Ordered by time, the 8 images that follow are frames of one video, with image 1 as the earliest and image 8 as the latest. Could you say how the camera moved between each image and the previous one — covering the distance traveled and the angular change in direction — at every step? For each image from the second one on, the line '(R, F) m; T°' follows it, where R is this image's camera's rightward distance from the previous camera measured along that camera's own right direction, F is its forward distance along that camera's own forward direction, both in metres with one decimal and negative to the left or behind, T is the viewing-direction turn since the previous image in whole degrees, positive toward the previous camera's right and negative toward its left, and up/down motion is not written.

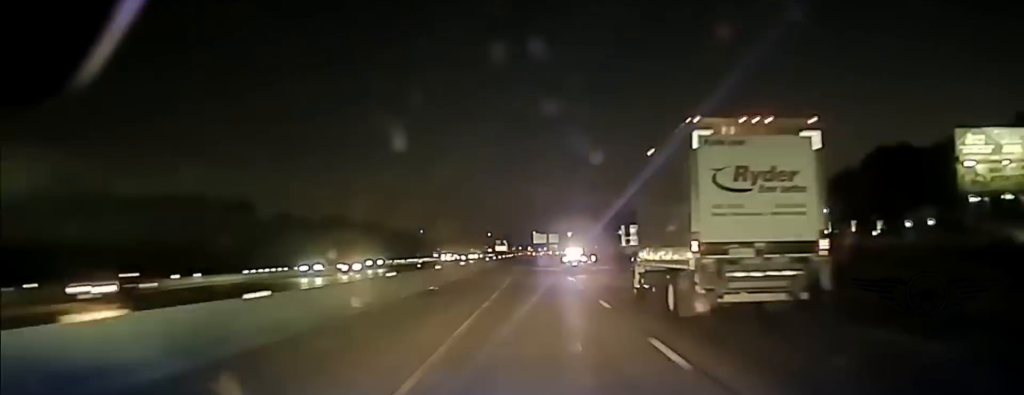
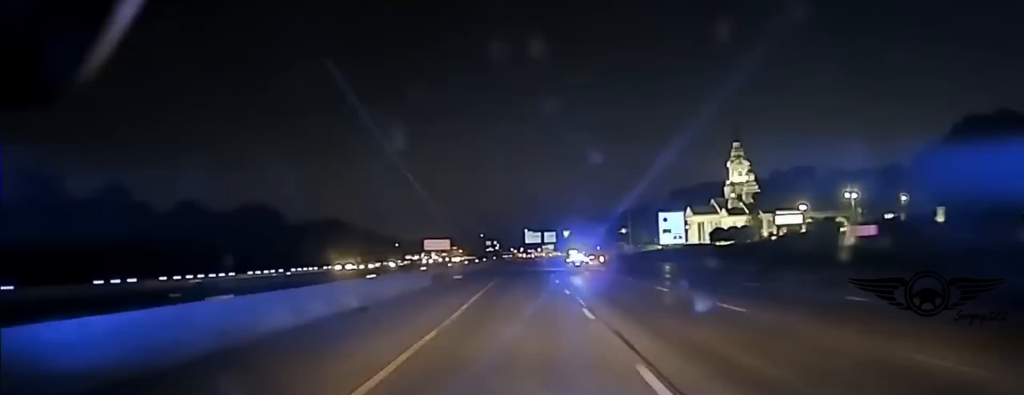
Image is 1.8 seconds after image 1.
(+1.0, +76.9) m; +1°
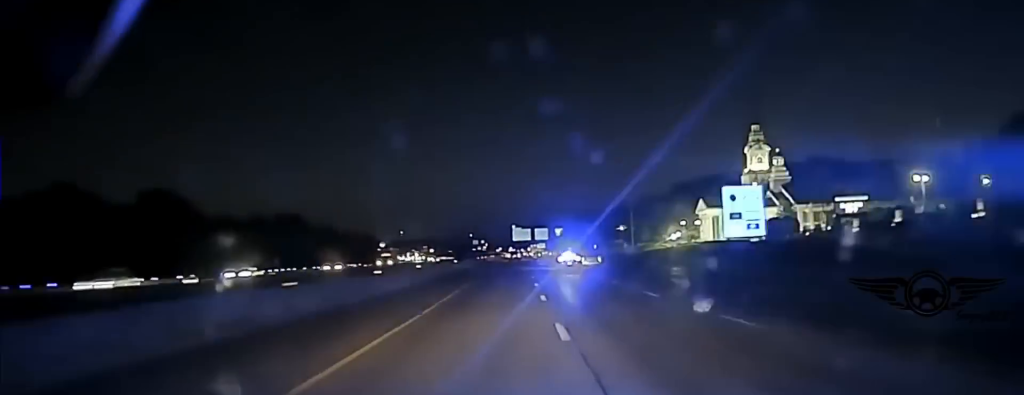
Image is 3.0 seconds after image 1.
(+0.3, +51.2) m; 0°
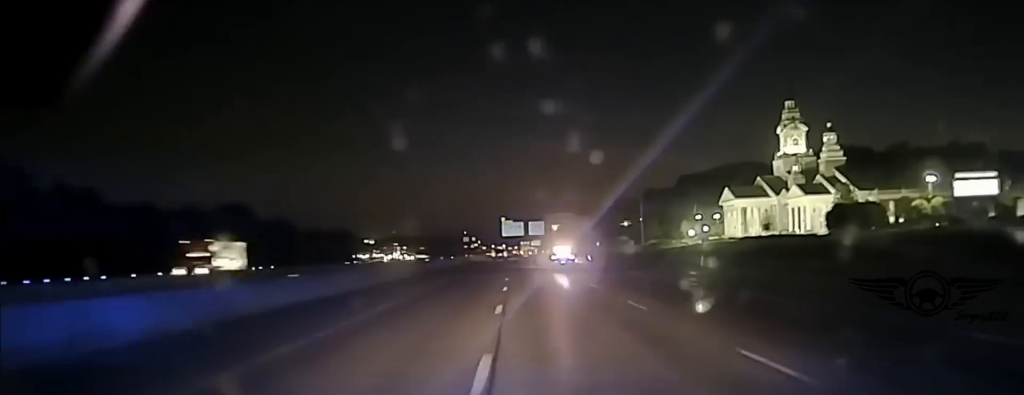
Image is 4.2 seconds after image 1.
(-0.2, +55.8) m; +1°
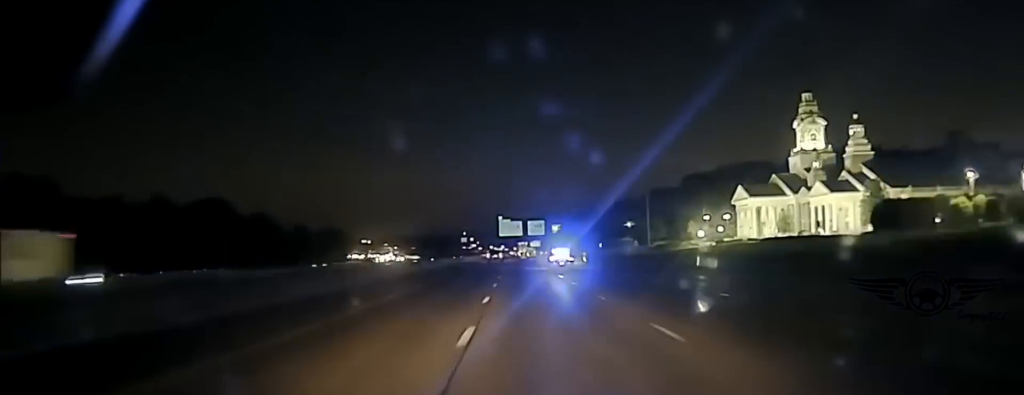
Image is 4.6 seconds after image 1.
(+0.4, +18.6) m; 0°
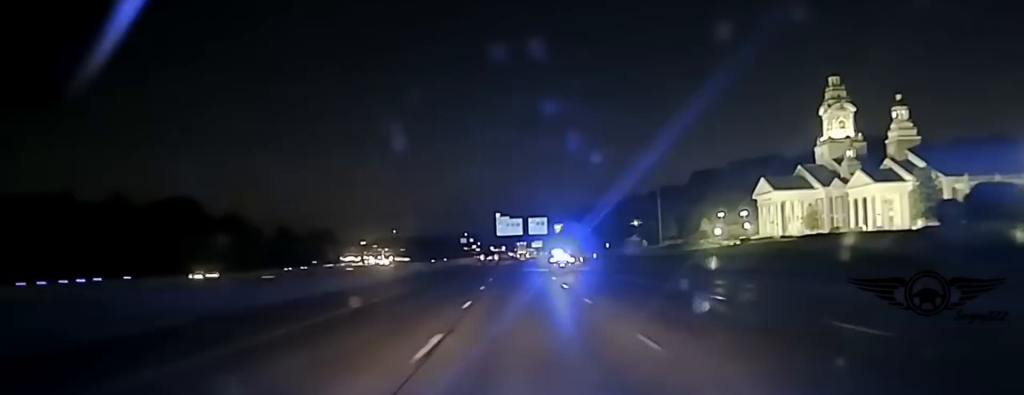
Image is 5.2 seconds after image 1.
(+0.2, +28.1) m; 0°
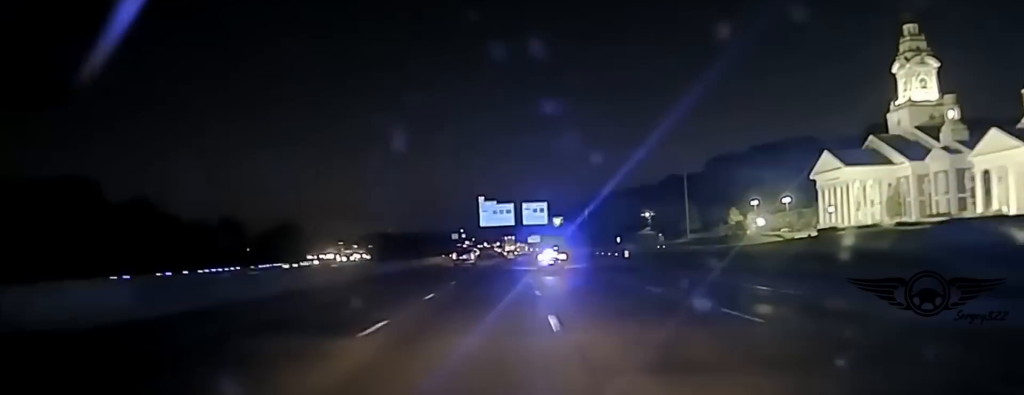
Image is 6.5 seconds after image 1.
(-0.5, +56.4) m; -1°
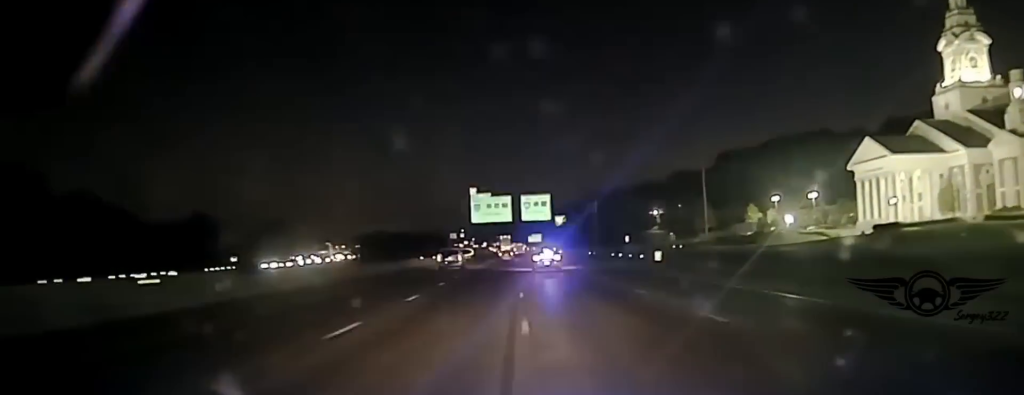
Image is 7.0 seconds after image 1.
(0.0, +24.5) m; 0°
